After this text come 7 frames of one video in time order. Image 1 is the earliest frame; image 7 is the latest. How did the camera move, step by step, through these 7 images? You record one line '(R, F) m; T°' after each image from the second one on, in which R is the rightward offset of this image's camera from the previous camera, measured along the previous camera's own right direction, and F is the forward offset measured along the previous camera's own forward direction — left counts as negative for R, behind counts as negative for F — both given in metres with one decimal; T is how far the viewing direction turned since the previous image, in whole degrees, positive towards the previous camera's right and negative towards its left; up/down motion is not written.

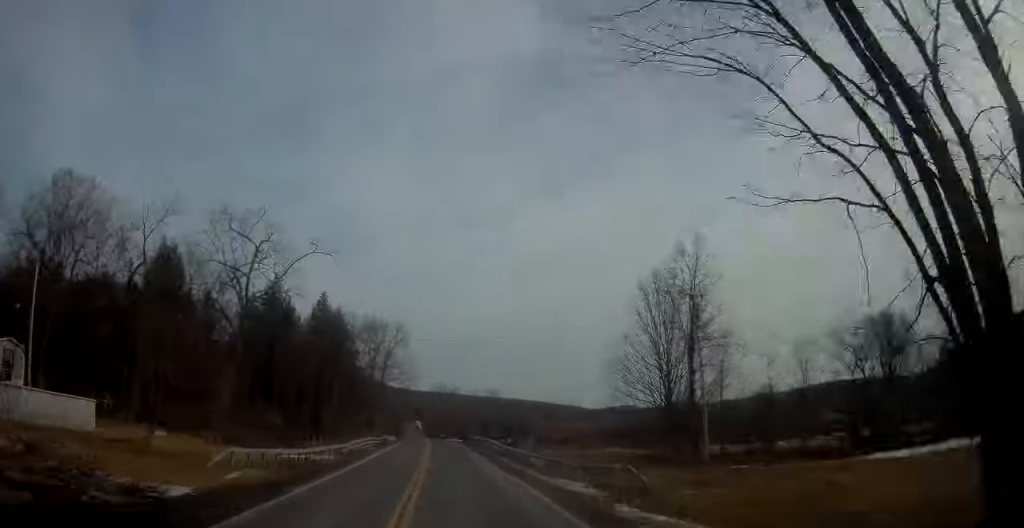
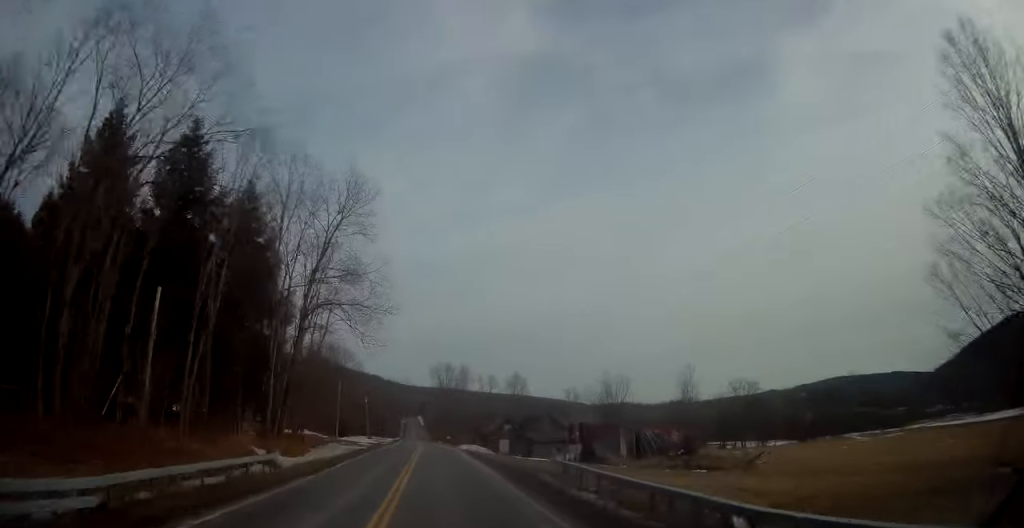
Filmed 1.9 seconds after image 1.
(0.0, +48.1) m; 0°
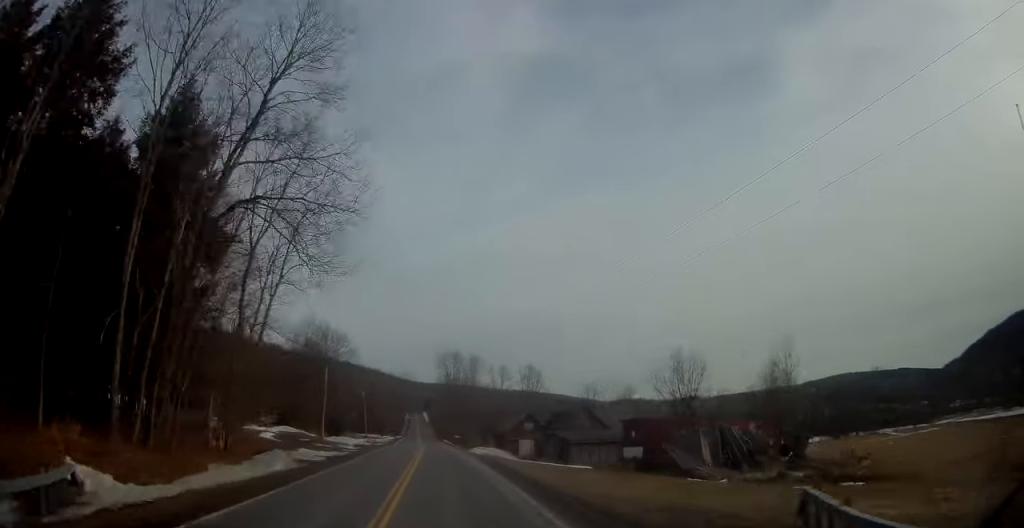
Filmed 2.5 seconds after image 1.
(0.0, +15.3) m; 0°
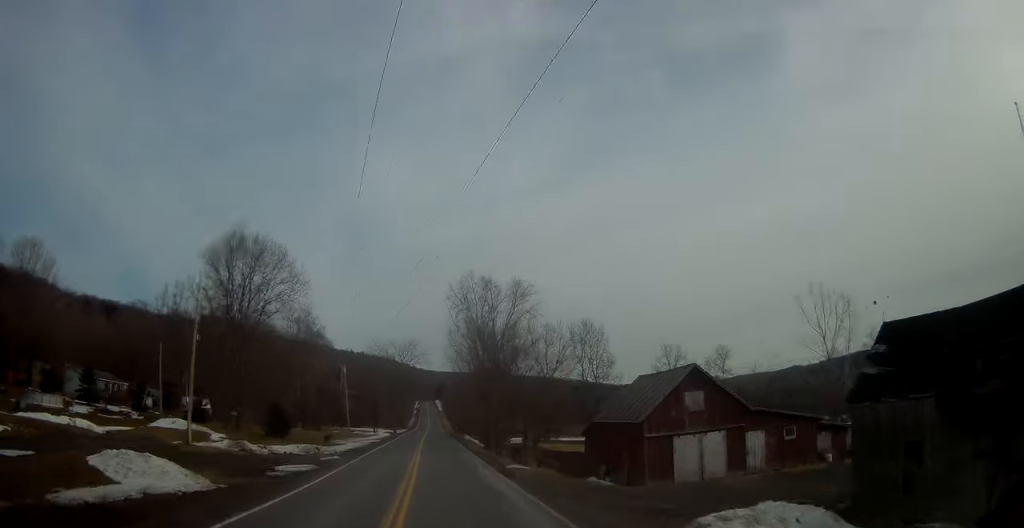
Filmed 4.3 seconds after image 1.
(-0.2, +45.4) m; -1°
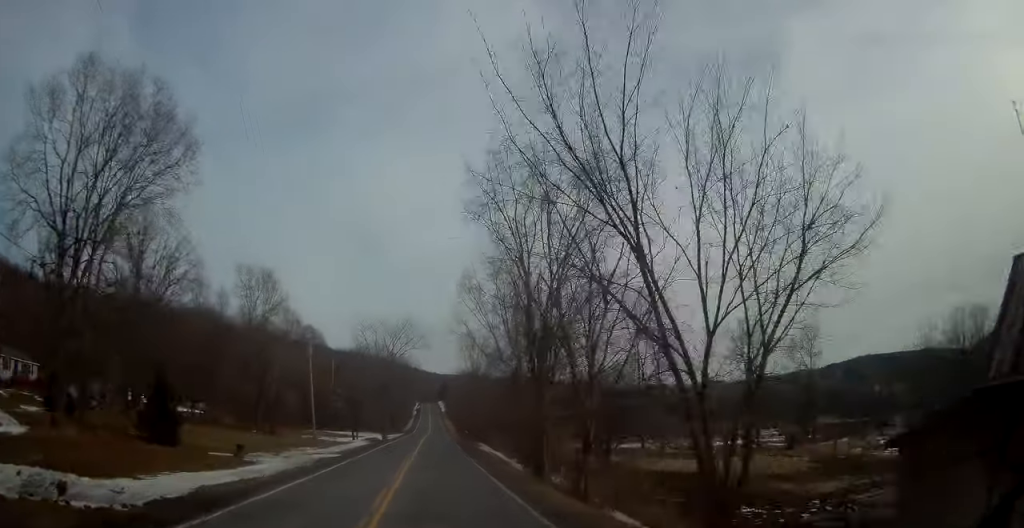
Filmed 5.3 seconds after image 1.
(-0.6, +27.4) m; -1°
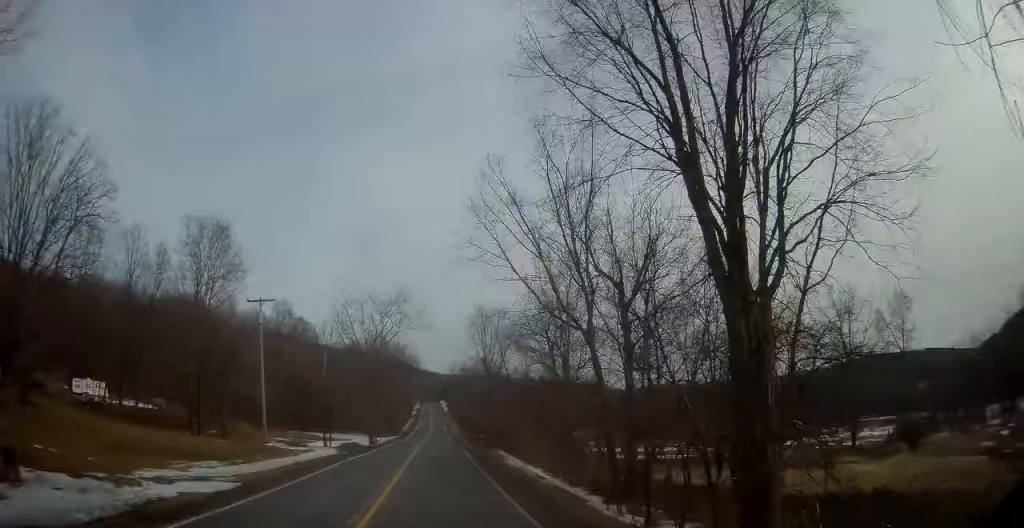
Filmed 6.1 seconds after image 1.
(+0.1, +19.7) m; +1°
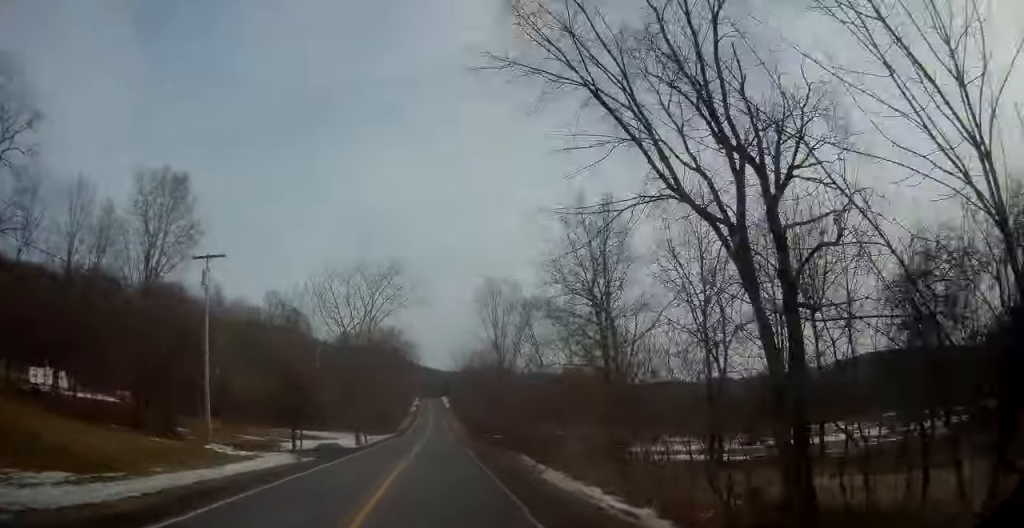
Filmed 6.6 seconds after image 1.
(+0.1, +12.0) m; 0°
